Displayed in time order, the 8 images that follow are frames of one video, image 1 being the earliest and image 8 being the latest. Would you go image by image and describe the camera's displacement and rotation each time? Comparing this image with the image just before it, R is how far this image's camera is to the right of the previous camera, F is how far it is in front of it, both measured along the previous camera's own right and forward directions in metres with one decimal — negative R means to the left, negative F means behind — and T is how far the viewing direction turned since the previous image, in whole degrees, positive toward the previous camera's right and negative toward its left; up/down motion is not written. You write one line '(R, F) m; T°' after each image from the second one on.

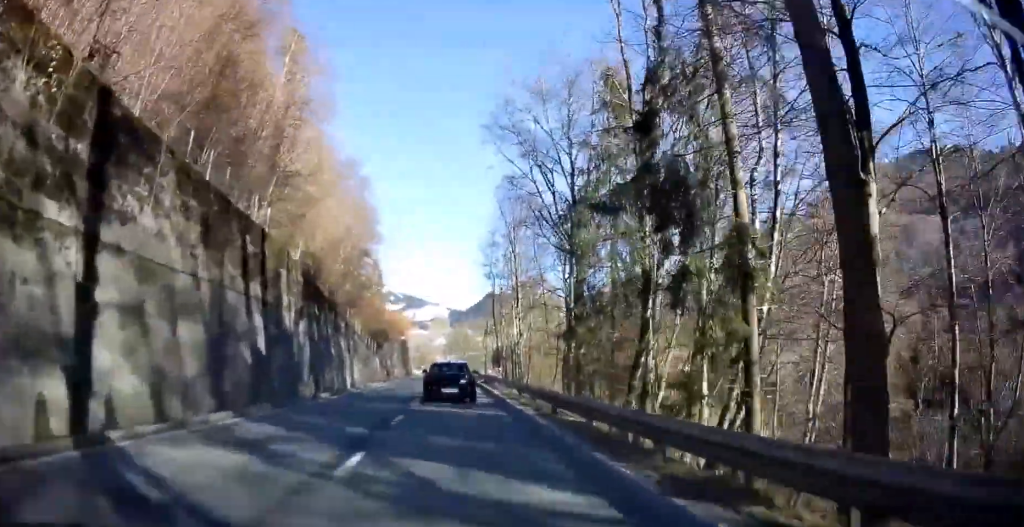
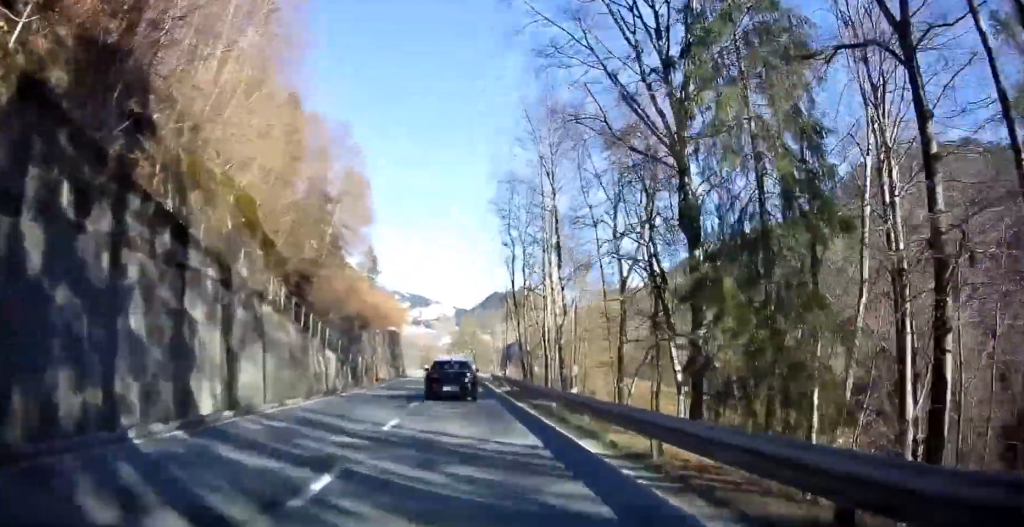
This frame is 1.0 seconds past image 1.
(0.0, +19.2) m; 0°
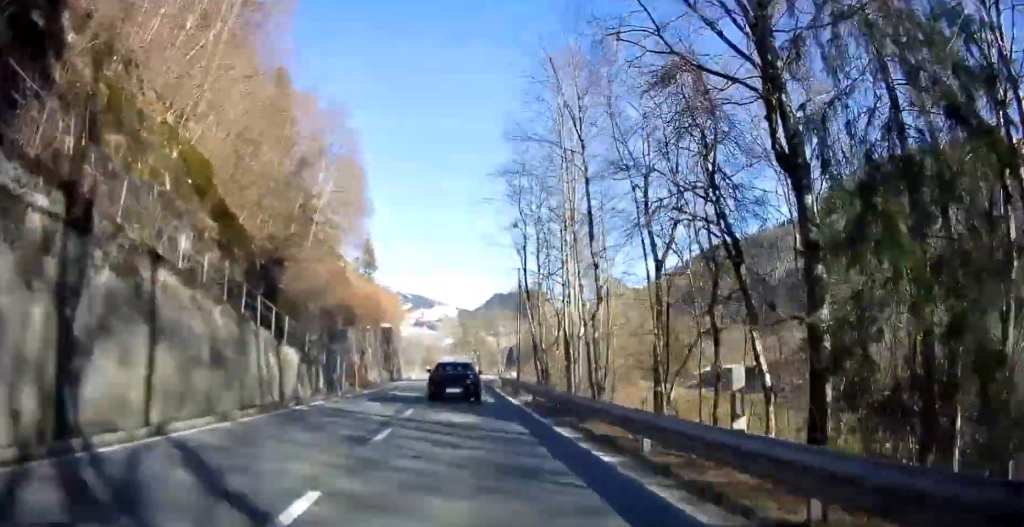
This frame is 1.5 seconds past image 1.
(0.0, +8.0) m; 0°
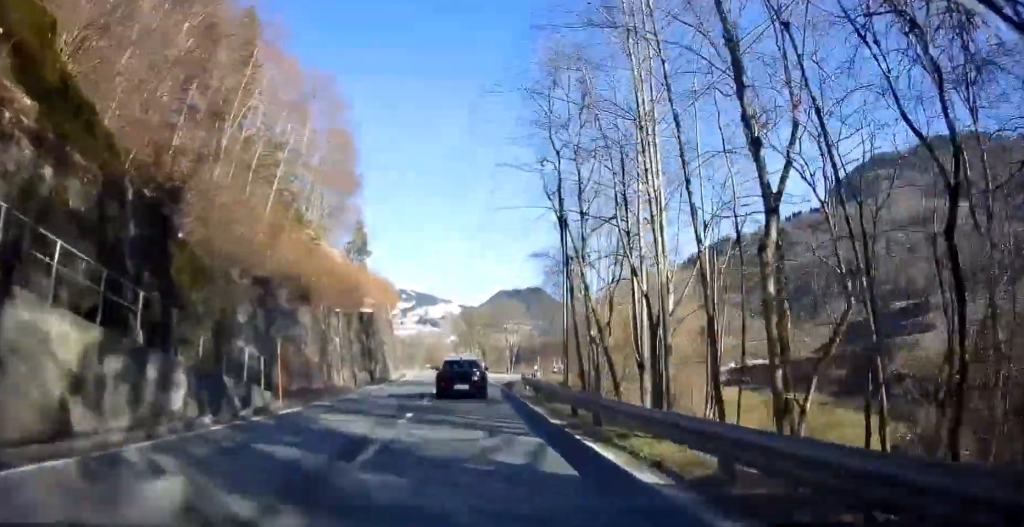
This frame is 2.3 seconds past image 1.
(+0.1, +14.7) m; 0°
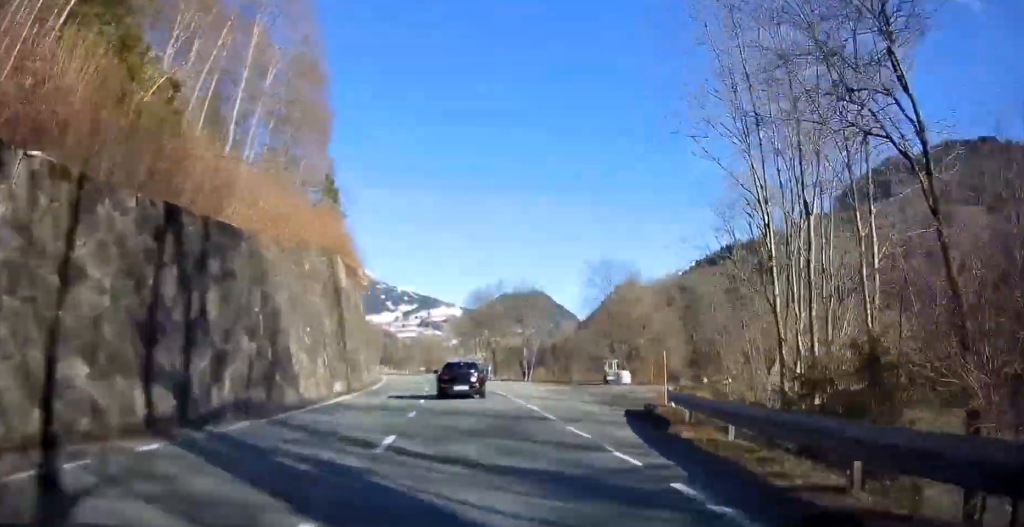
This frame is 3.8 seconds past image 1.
(-0.4, +28.4) m; -1°
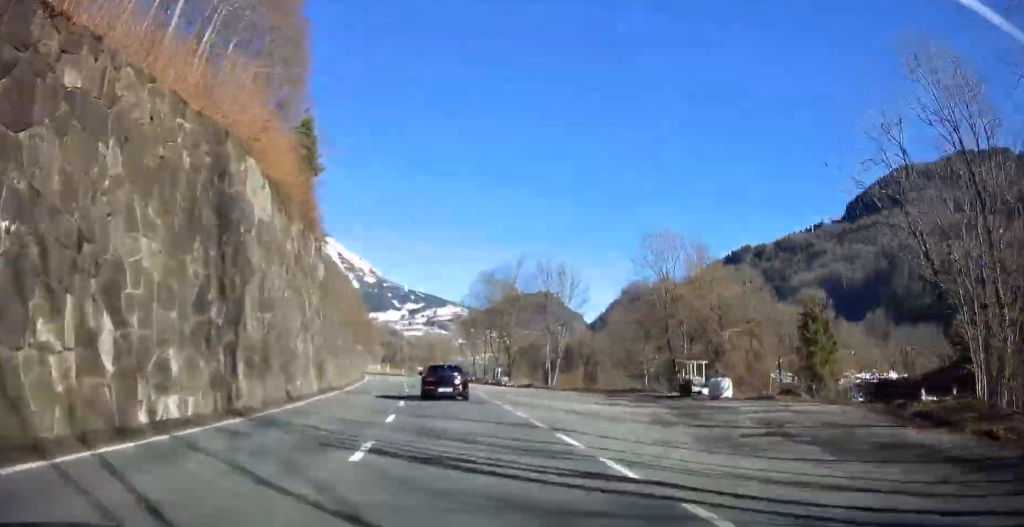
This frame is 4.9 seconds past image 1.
(+0.1, +18.6) m; -1°
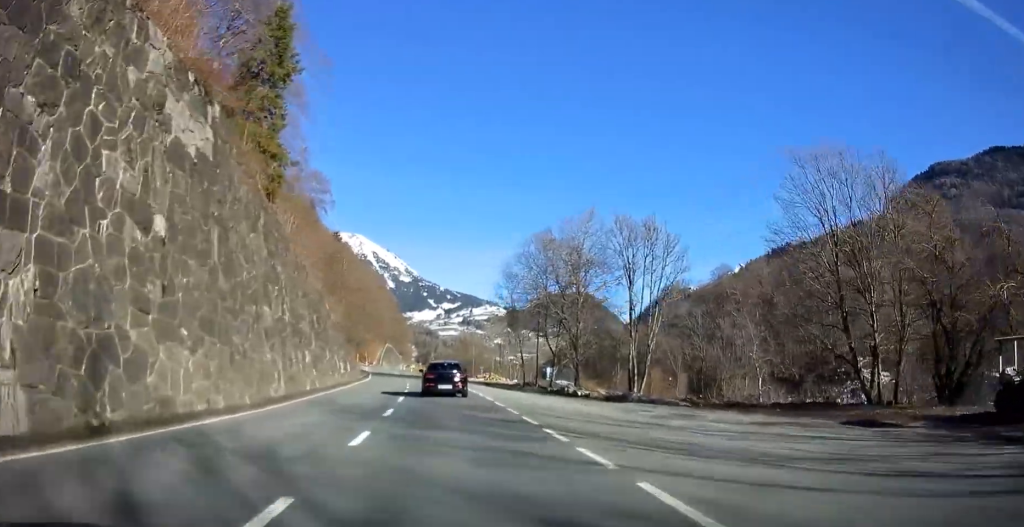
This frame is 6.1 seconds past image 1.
(-0.7, +22.4) m; -3°
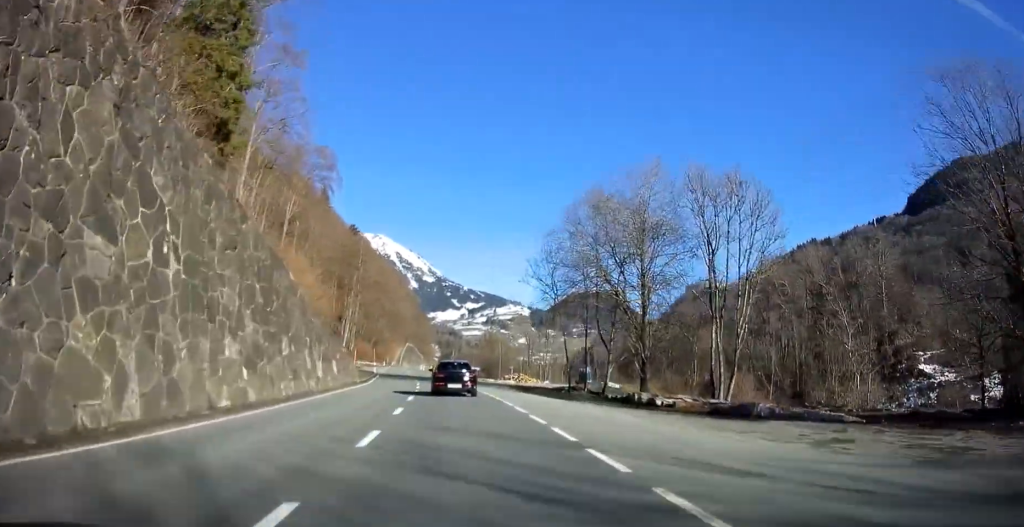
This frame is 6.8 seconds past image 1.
(-0.1, +12.3) m; -1°
